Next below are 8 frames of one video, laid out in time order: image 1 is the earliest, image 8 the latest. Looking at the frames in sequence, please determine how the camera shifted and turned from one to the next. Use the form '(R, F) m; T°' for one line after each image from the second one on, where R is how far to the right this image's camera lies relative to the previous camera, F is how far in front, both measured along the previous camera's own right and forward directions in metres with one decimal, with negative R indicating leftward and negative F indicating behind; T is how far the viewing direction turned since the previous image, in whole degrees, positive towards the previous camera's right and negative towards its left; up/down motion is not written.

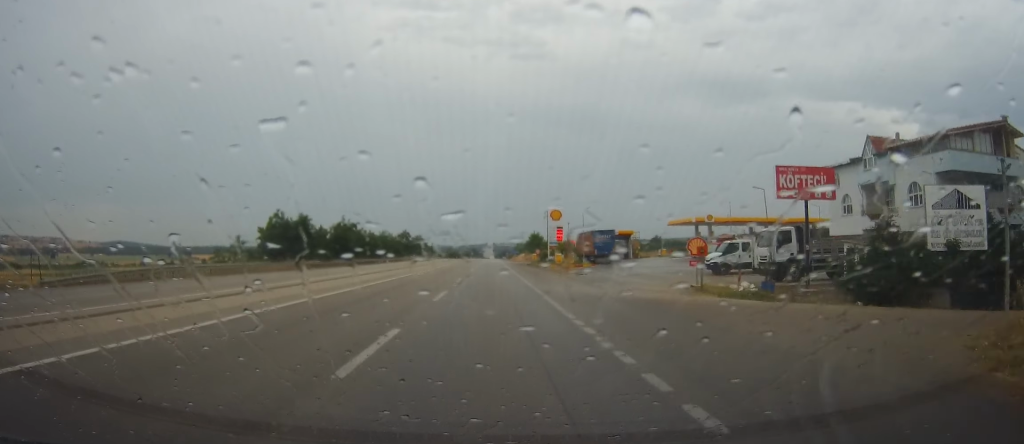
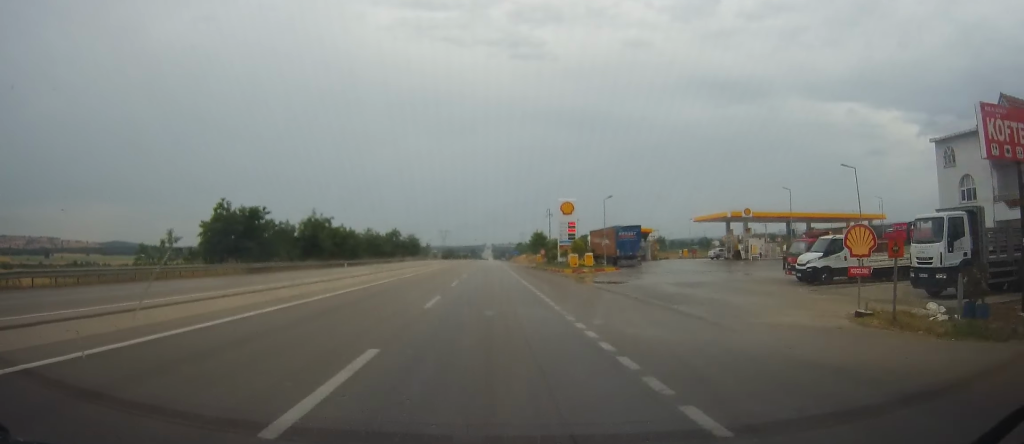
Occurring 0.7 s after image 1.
(-0.1, +15.1) m; 0°
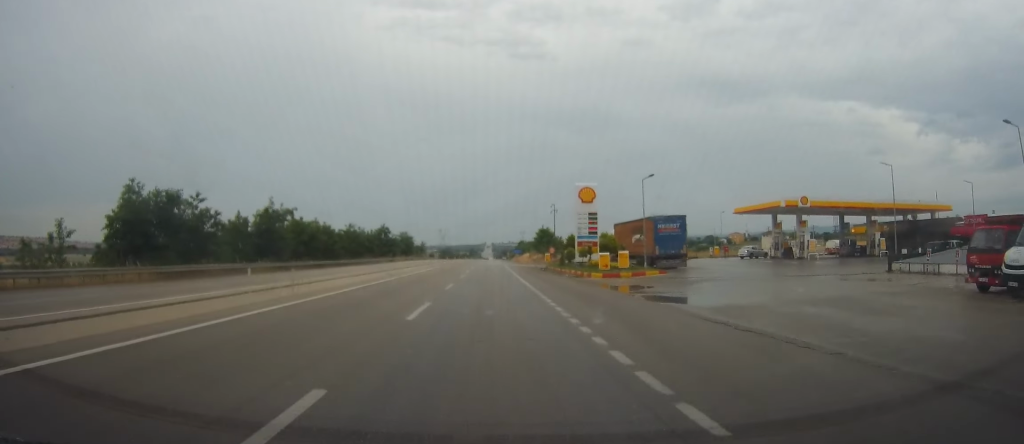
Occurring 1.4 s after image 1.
(-0.2, +15.3) m; 0°
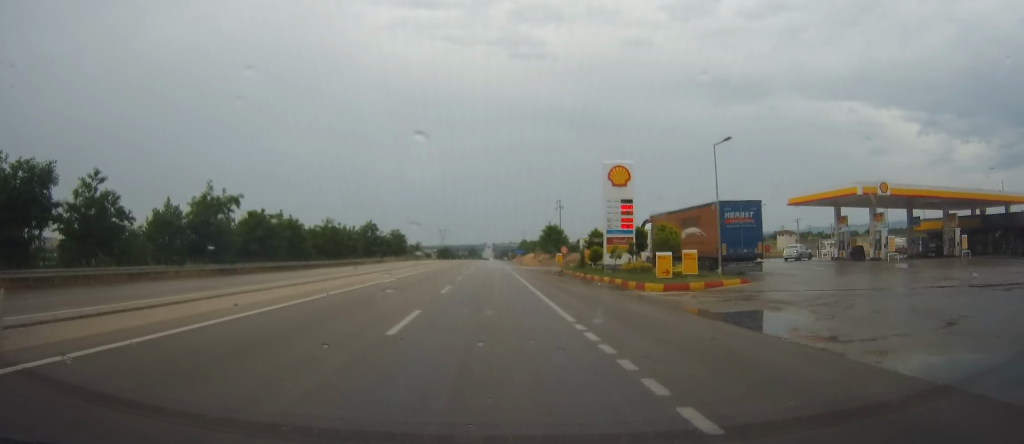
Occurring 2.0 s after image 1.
(+0.2, +14.1) m; +1°
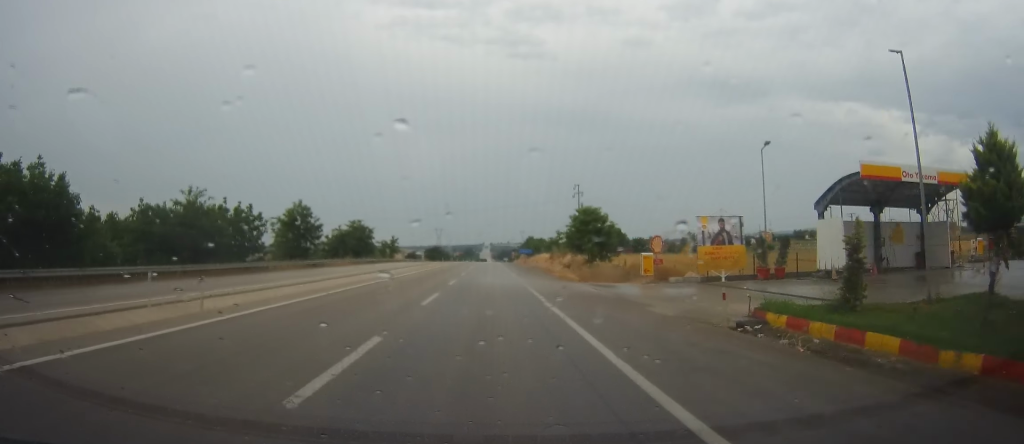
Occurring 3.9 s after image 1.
(+0.6, +41.8) m; +1°
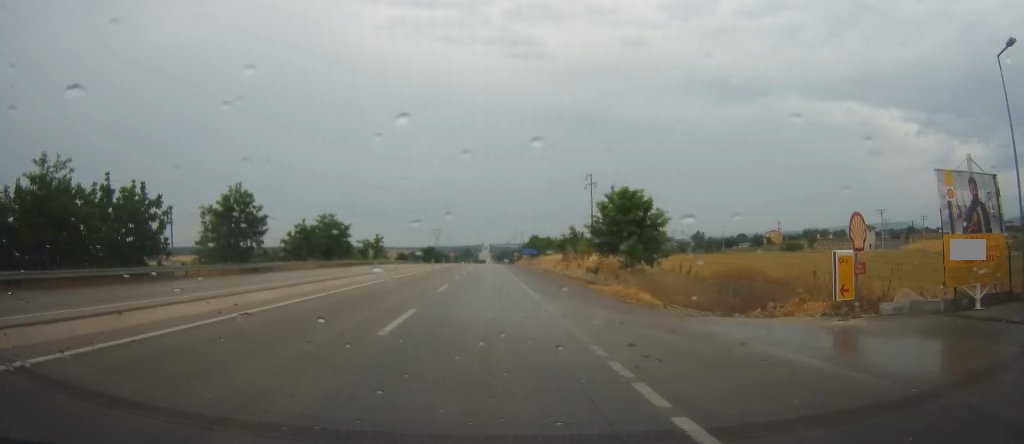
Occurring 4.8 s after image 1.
(+0.1, +18.7) m; -1°
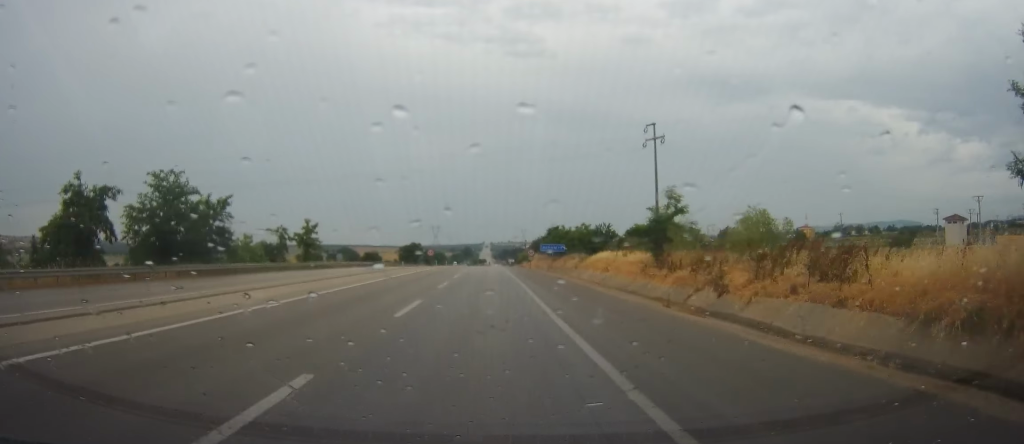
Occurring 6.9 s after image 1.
(-0.5, +45.7) m; 0°
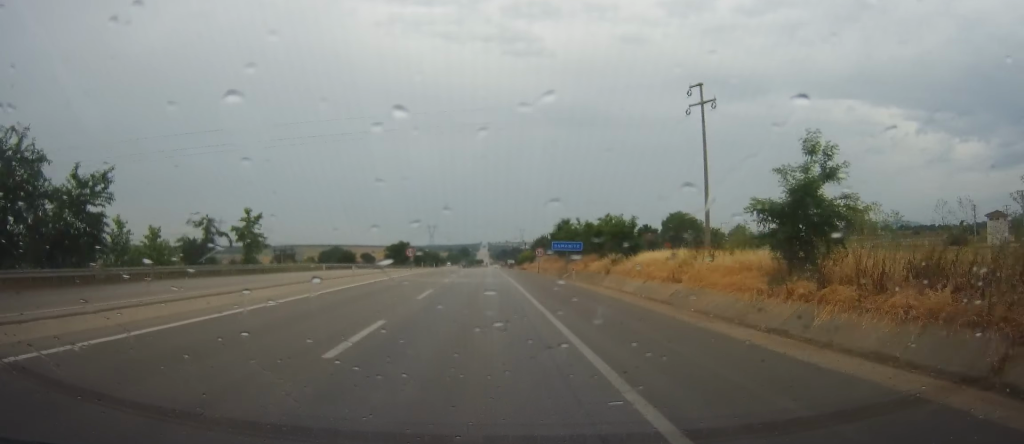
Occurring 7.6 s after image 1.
(+0.3, +17.8) m; 0°
